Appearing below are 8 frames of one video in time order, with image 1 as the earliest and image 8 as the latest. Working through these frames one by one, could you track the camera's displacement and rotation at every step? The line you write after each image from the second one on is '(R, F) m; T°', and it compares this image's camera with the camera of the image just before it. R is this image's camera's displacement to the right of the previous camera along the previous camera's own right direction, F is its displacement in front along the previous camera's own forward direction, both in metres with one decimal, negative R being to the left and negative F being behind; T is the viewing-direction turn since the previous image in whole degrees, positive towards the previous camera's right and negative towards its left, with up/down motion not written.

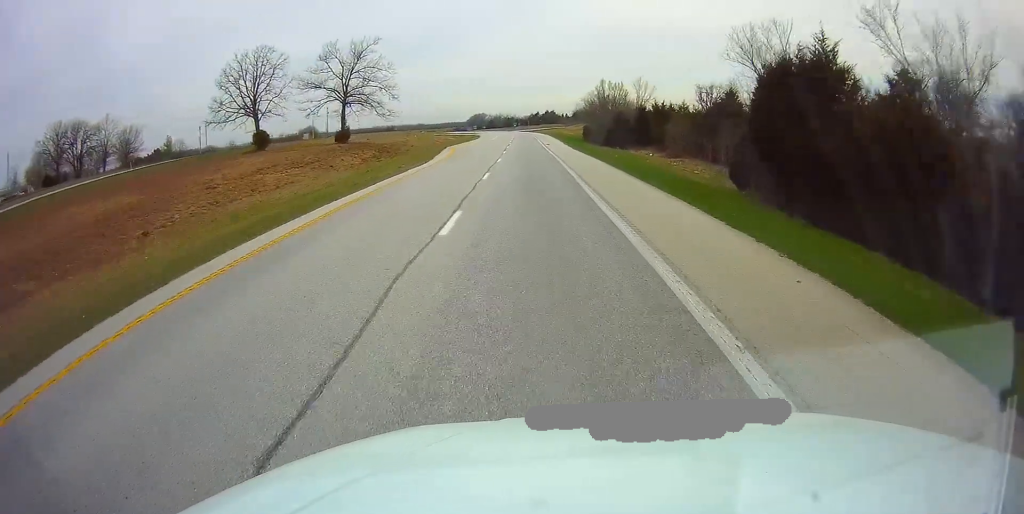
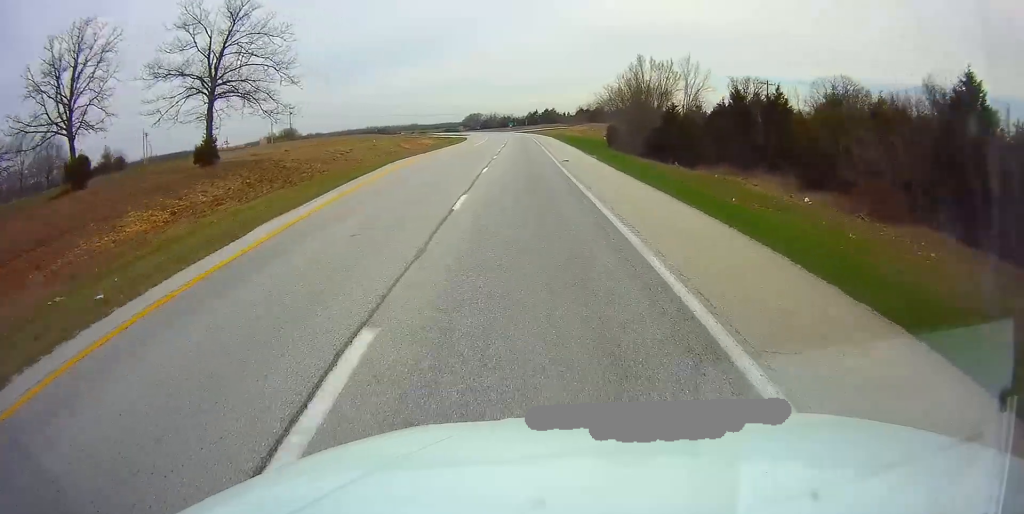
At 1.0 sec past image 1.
(+0.2, +32.2) m; 0°
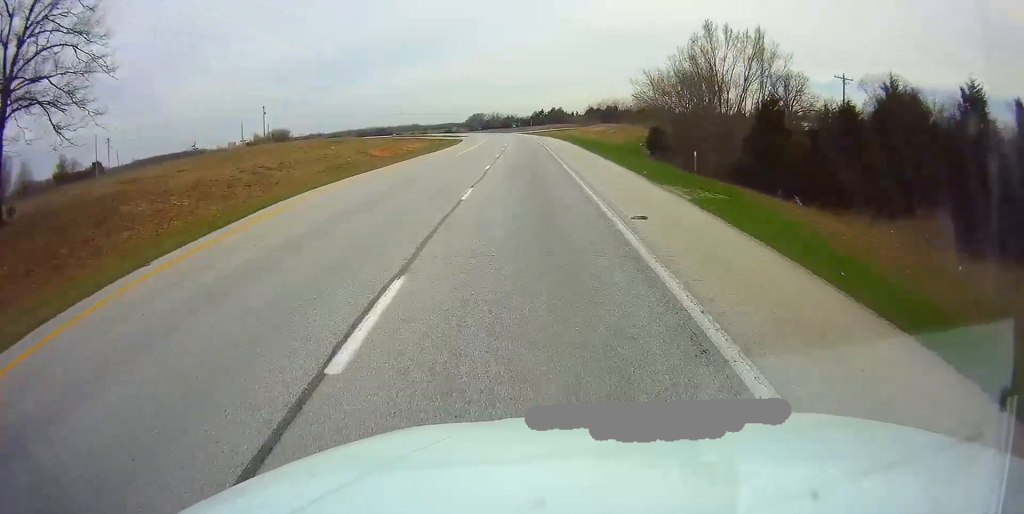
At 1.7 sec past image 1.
(0.0, +21.8) m; 0°
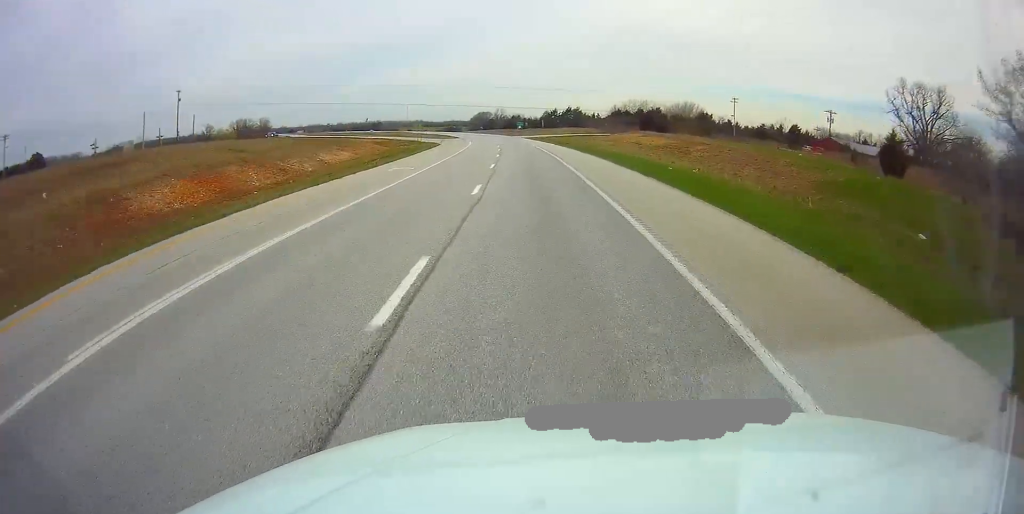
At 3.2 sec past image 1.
(-0.4, +46.6) m; -1°
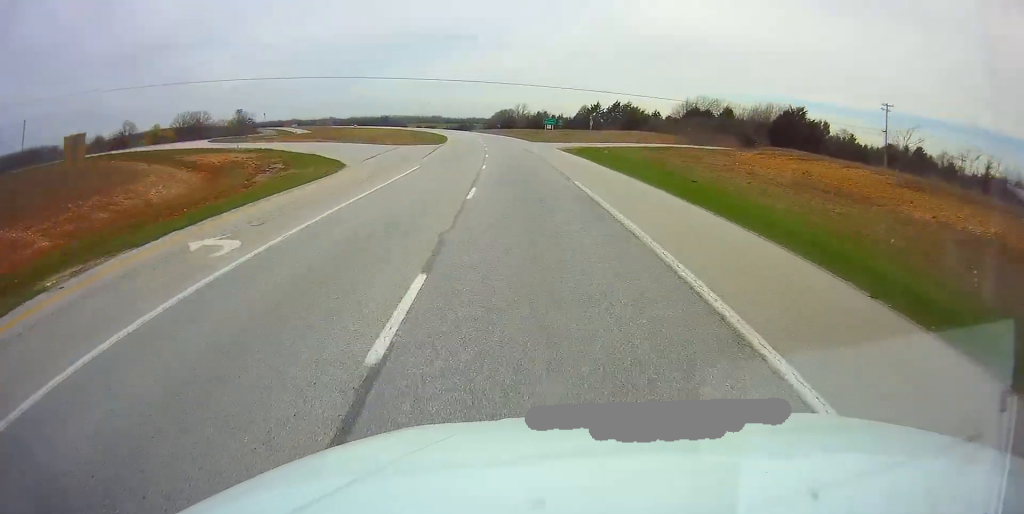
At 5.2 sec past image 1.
(-1.9, +61.1) m; -4°
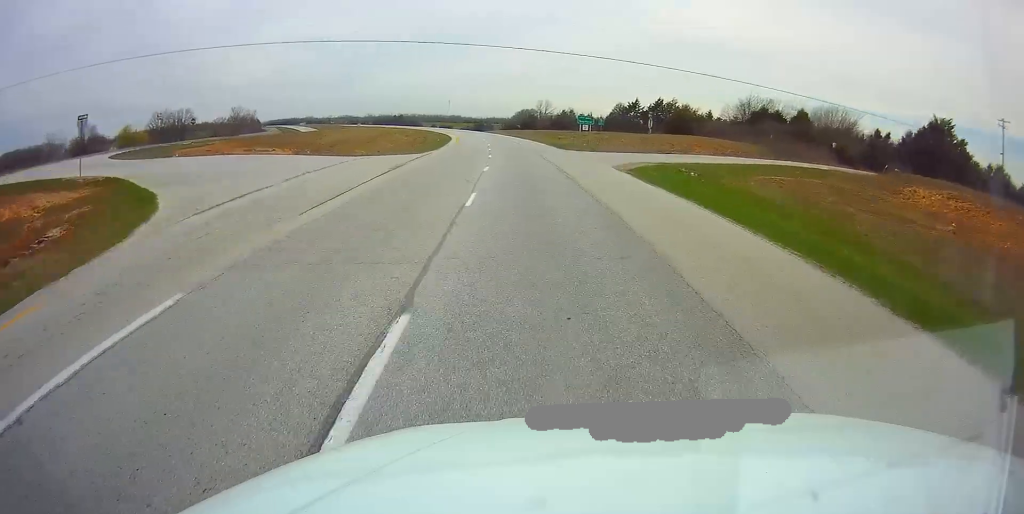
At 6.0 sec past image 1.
(-0.3, +25.9) m; -1°
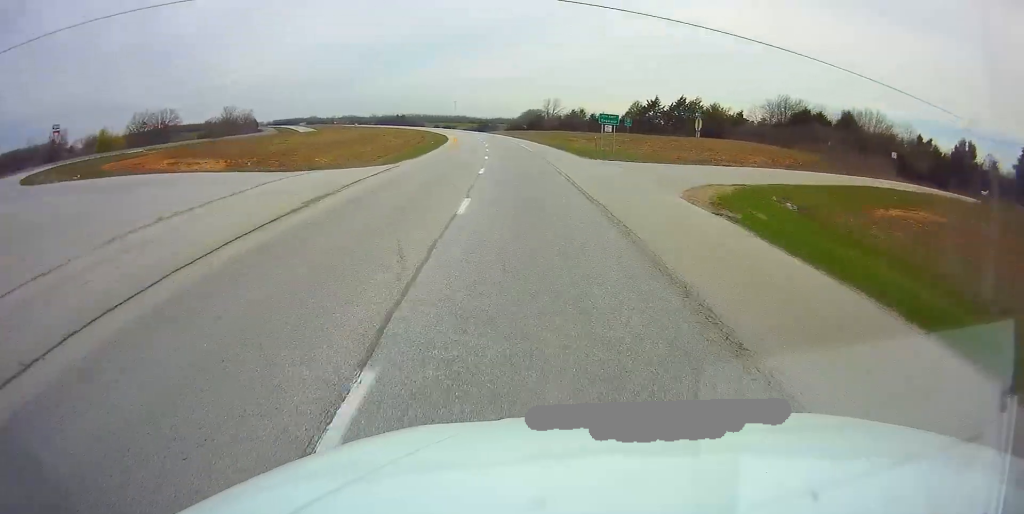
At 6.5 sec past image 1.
(0.0, +13.5) m; -1°
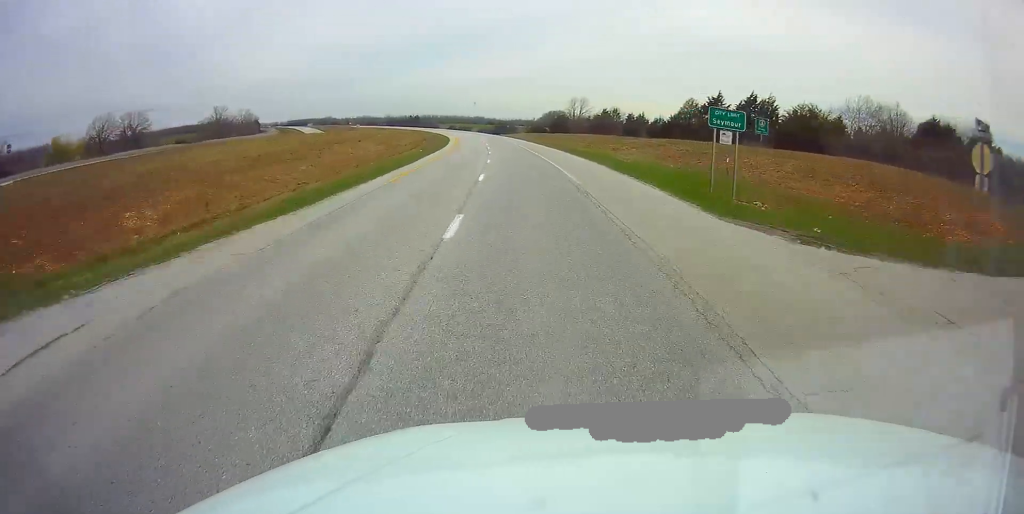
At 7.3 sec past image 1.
(-0.4, +27.1) m; -2°
